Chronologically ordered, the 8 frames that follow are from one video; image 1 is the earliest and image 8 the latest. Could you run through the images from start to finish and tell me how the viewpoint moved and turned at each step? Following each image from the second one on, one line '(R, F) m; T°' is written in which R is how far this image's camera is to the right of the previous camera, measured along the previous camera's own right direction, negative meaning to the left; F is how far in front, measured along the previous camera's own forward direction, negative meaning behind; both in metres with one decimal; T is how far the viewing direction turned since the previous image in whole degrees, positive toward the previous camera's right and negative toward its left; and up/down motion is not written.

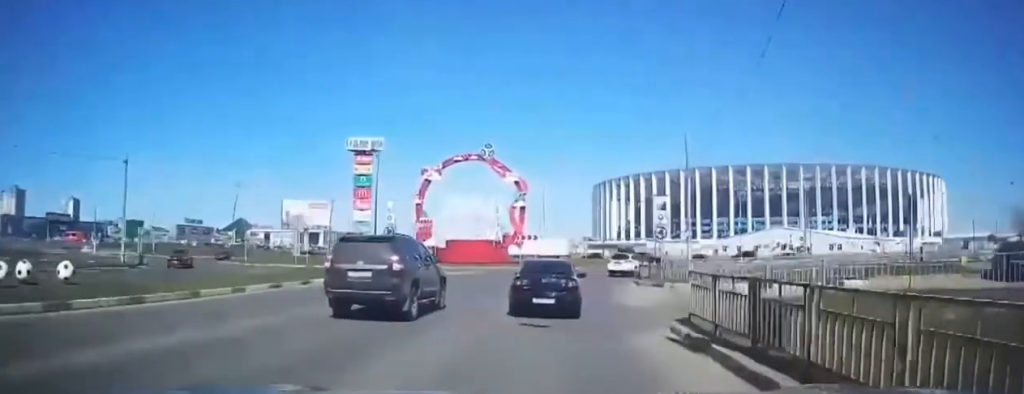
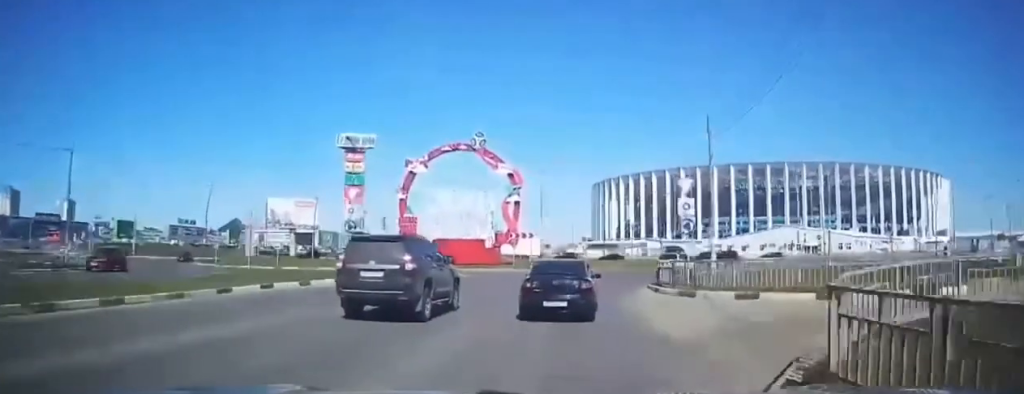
(-0.8, +7.6) m; -2°
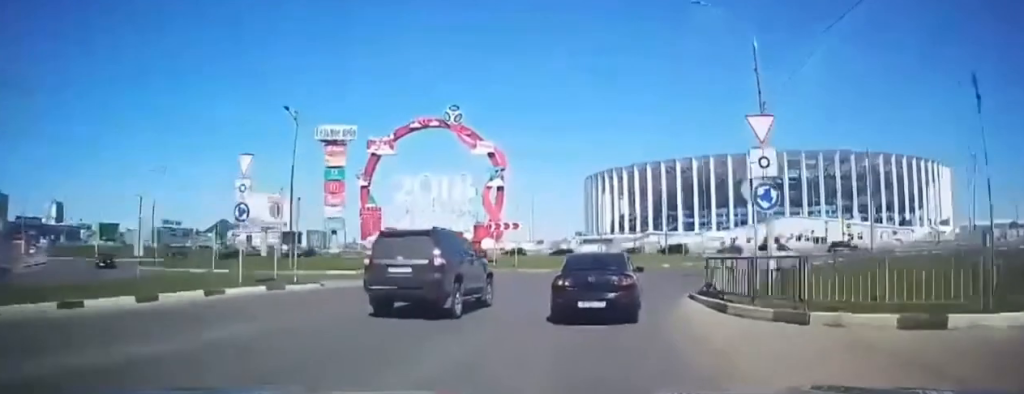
(+1.1, +11.5) m; +6°
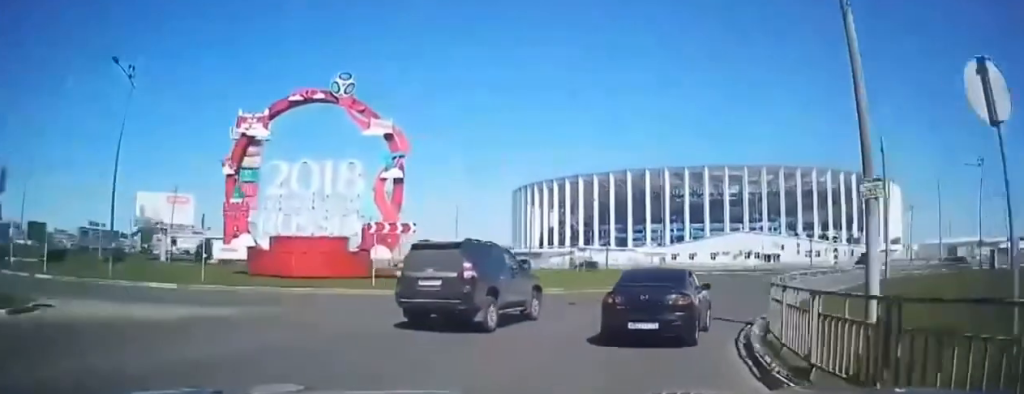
(+0.4, +14.4) m; +4°
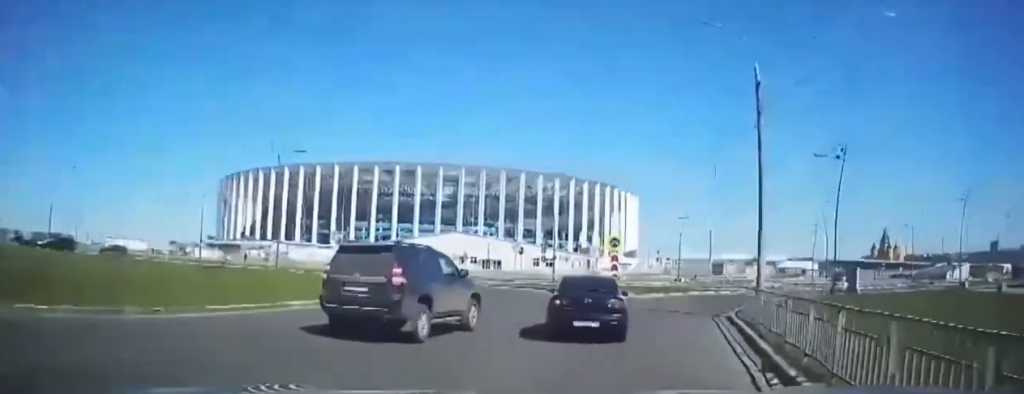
(+2.6, +18.6) m; +21°
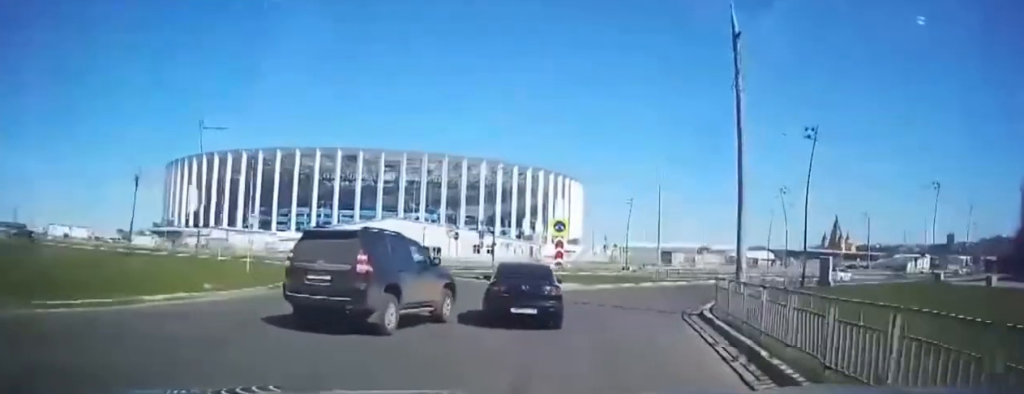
(+0.3, +3.8) m; +5°
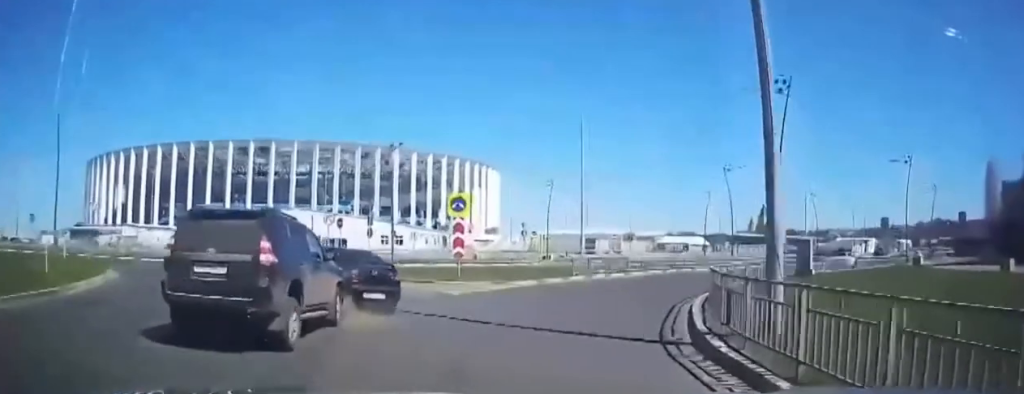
(+0.7, +7.6) m; +10°
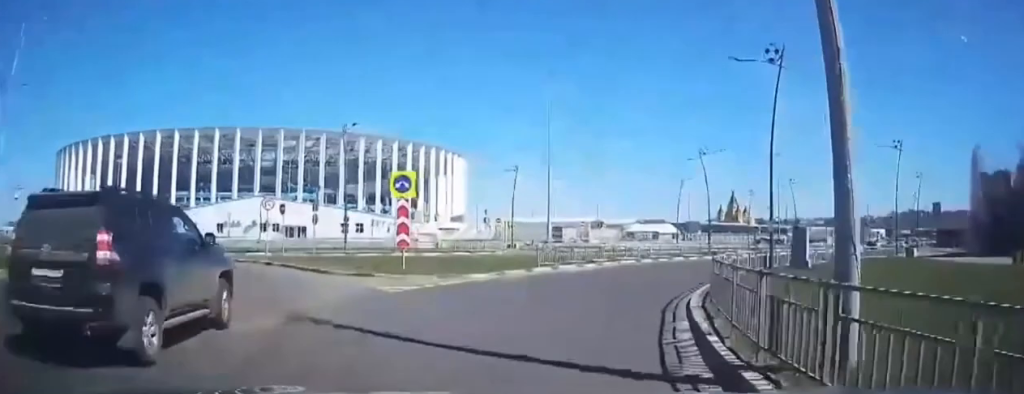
(+0.1, +4.4) m; +5°
